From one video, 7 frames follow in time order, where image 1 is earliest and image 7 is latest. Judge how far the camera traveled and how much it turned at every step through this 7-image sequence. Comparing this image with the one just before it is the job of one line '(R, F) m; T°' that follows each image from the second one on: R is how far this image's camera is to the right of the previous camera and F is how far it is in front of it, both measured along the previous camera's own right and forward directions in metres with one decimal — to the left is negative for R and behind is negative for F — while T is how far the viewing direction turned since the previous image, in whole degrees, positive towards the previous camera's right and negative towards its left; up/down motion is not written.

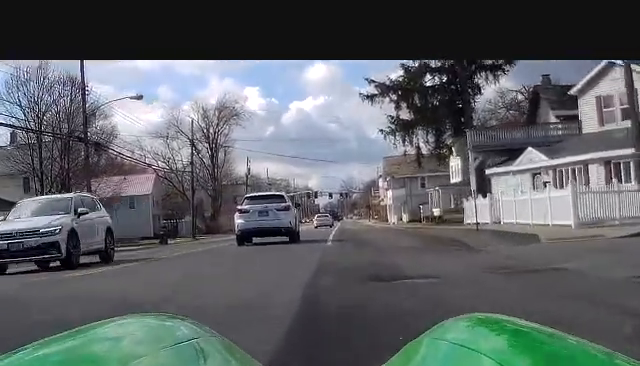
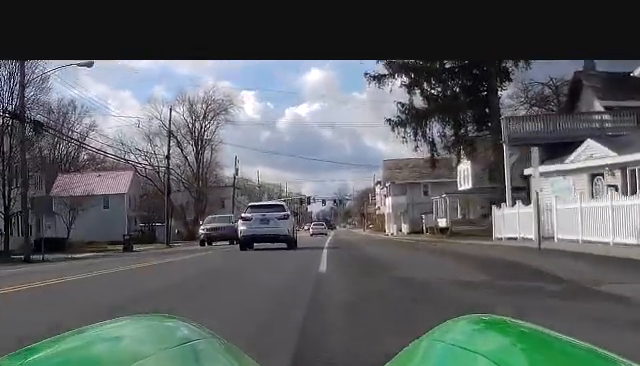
(0.0, +8.6) m; 0°
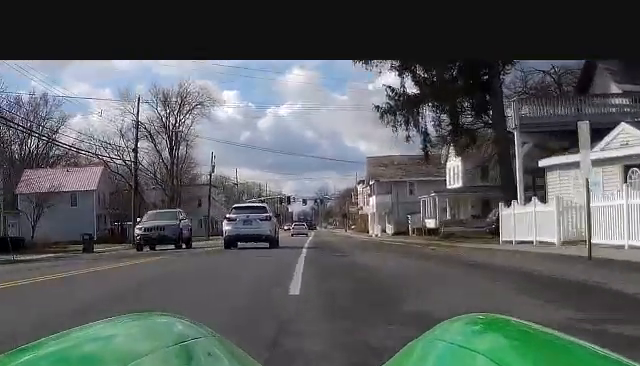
(0.0, +4.8) m; 0°
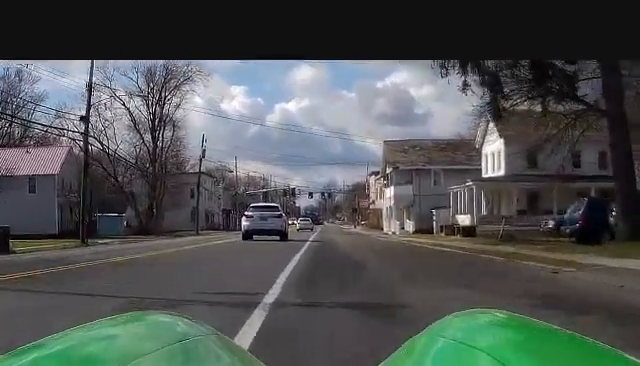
(+0.1, +13.8) m; +1°
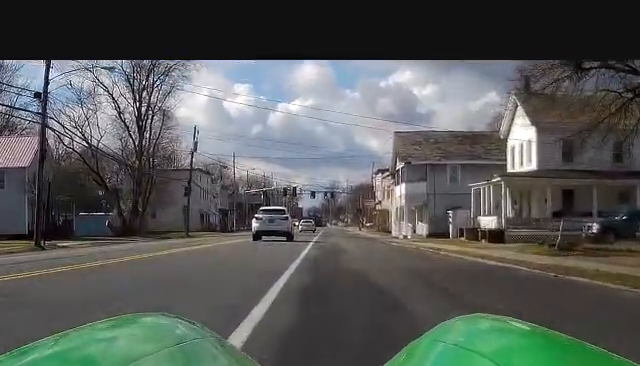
(0.0, +7.6) m; 0°
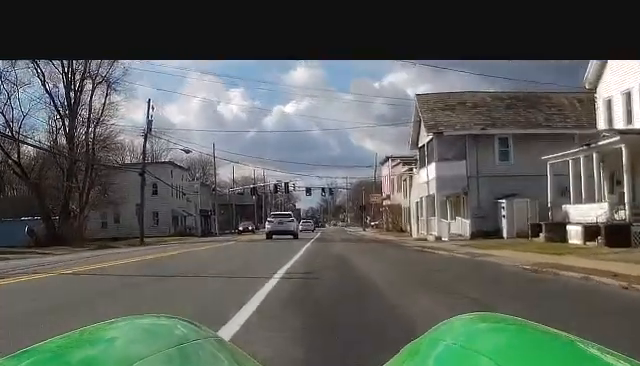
(0.0, +19.2) m; 0°
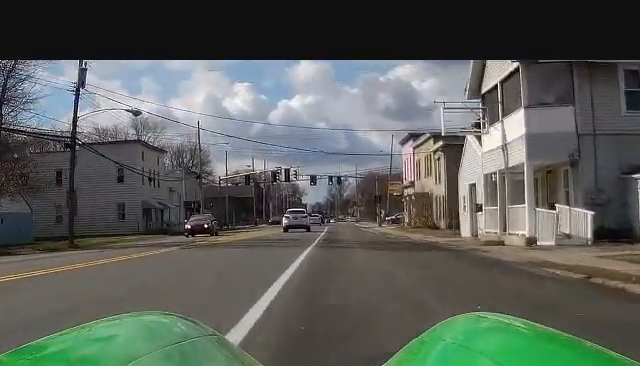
(0.0, +18.7) m; 0°
